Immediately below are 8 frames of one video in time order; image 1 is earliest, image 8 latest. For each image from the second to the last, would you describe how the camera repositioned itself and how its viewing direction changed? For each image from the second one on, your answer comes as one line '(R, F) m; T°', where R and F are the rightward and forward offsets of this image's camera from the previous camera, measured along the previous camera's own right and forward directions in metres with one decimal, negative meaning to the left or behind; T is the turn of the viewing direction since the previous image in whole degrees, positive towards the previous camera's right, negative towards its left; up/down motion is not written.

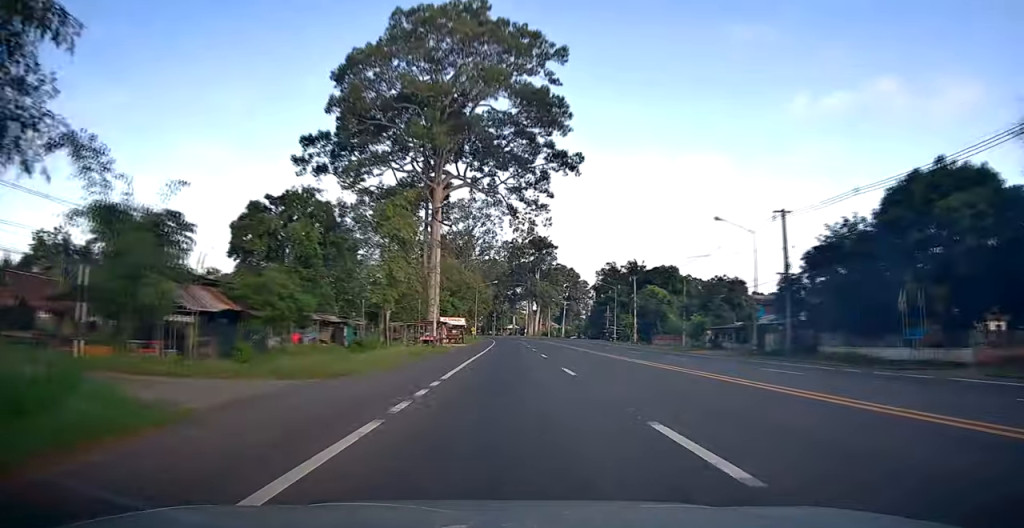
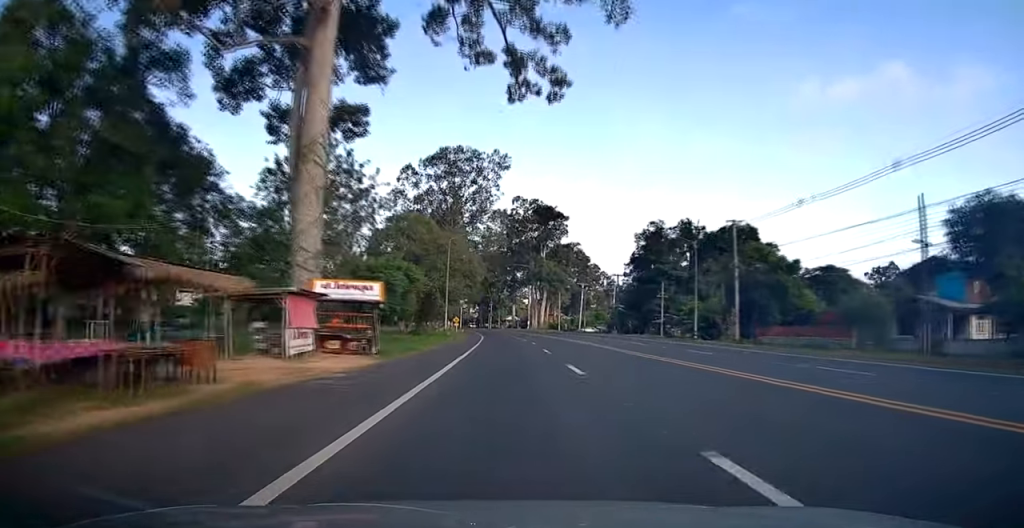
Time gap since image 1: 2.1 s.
(+0.9, +38.8) m; +2°
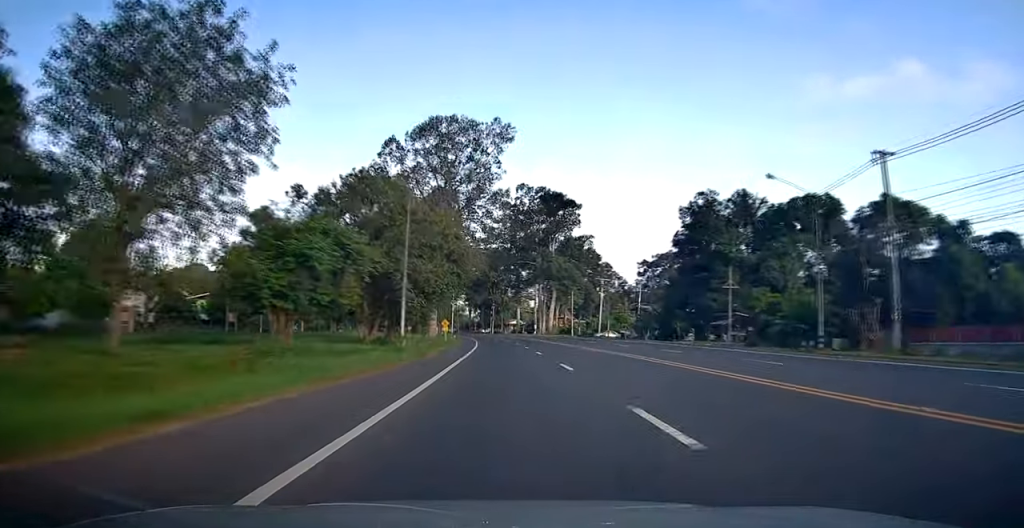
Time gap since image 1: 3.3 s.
(-0.1, +20.4) m; 0°
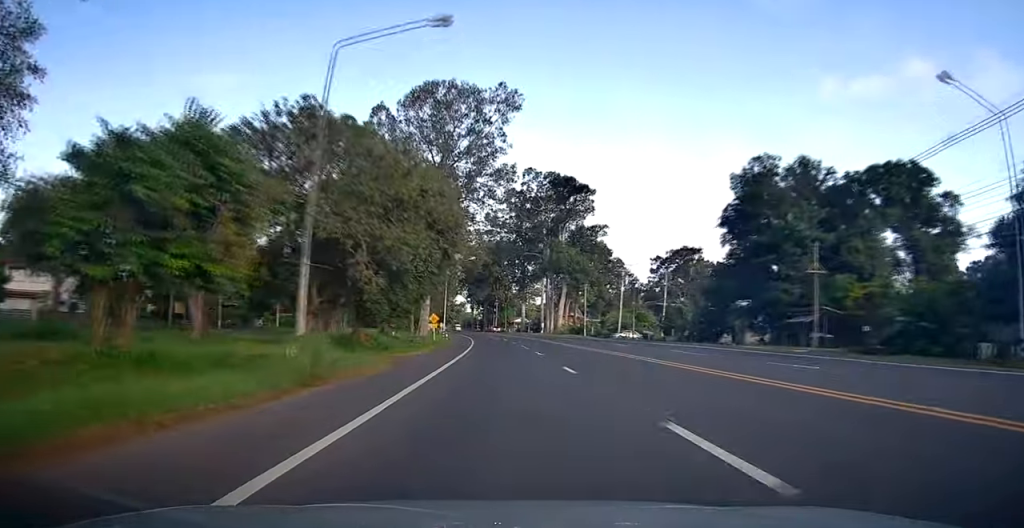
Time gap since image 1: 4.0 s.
(0.0, +13.8) m; 0°
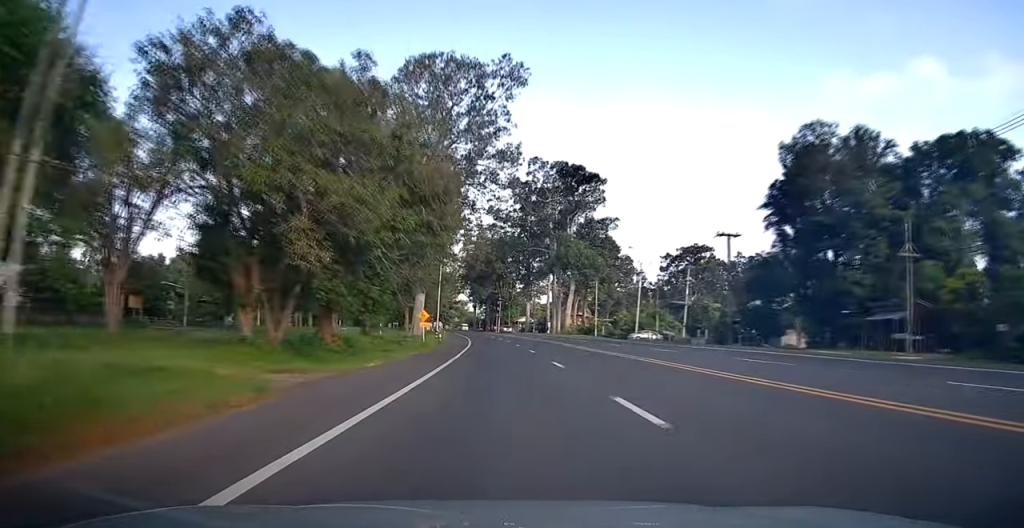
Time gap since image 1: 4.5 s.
(0.0, +9.0) m; 0°
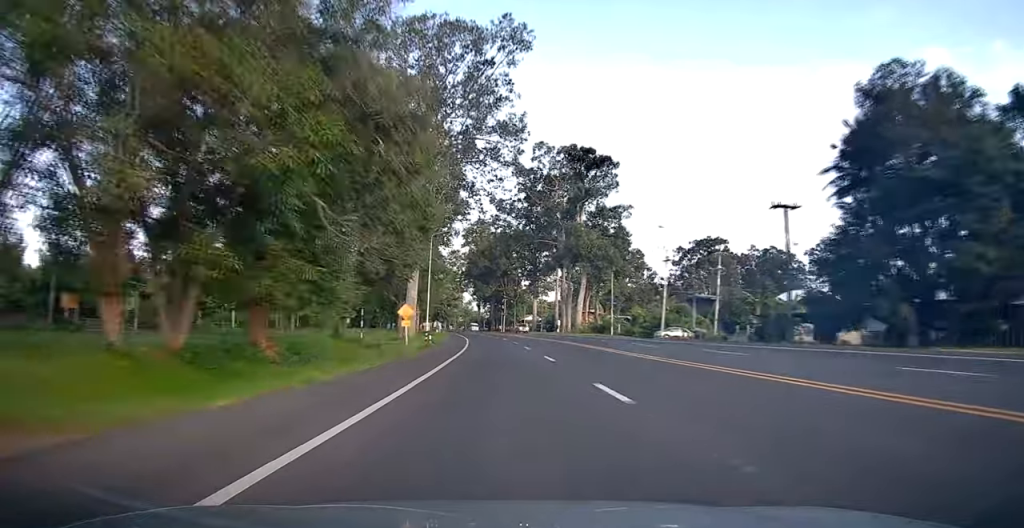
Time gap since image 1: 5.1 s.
(0.0, +10.0) m; -2°
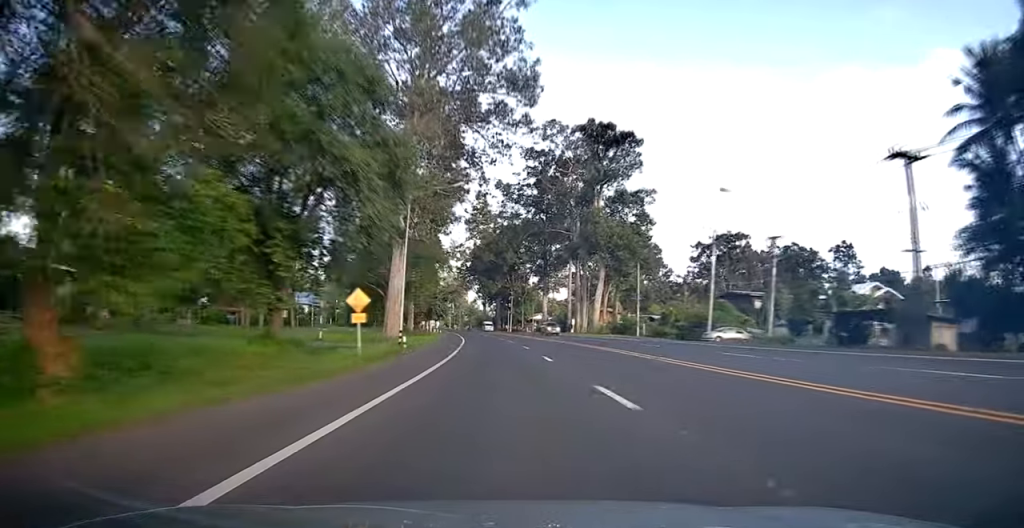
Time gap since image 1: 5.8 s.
(-0.3, +12.8) m; -1°
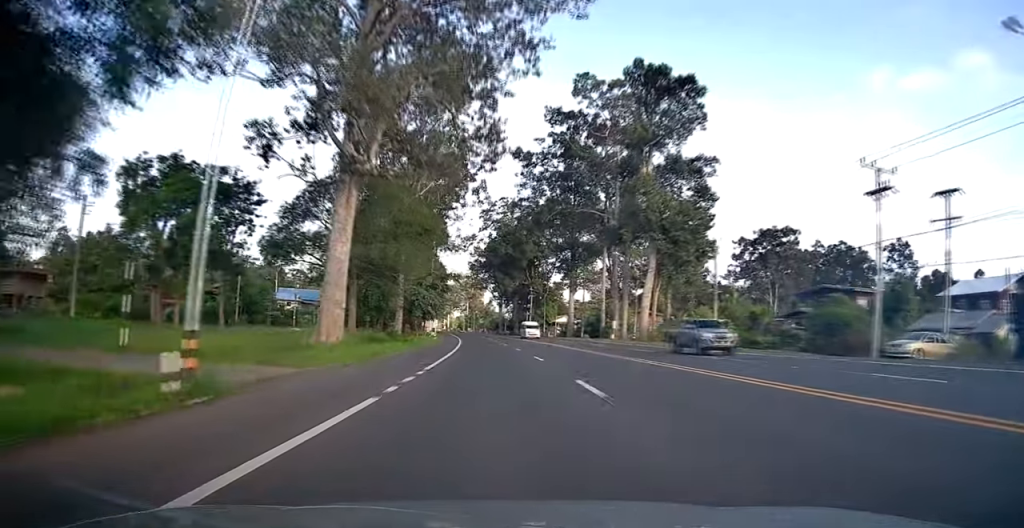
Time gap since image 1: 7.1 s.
(-0.2, +22.0) m; -1°
